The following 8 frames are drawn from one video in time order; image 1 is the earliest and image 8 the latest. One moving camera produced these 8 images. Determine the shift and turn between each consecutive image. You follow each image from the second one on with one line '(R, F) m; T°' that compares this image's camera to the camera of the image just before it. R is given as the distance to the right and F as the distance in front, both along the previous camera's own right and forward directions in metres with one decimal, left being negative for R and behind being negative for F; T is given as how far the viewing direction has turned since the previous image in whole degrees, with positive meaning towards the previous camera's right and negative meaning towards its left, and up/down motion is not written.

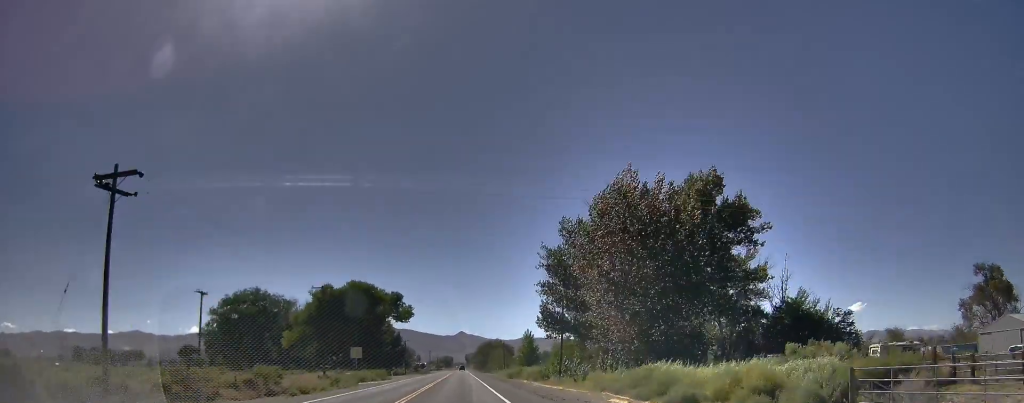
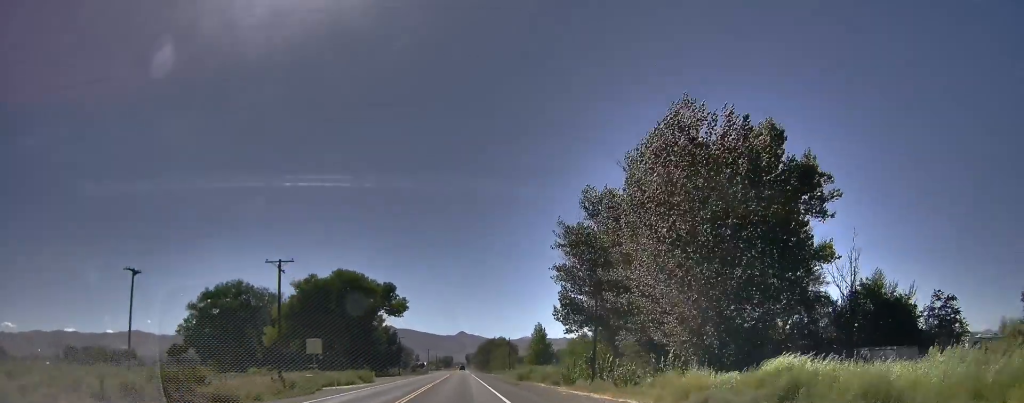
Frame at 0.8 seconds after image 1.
(0.0, +16.3) m; 0°
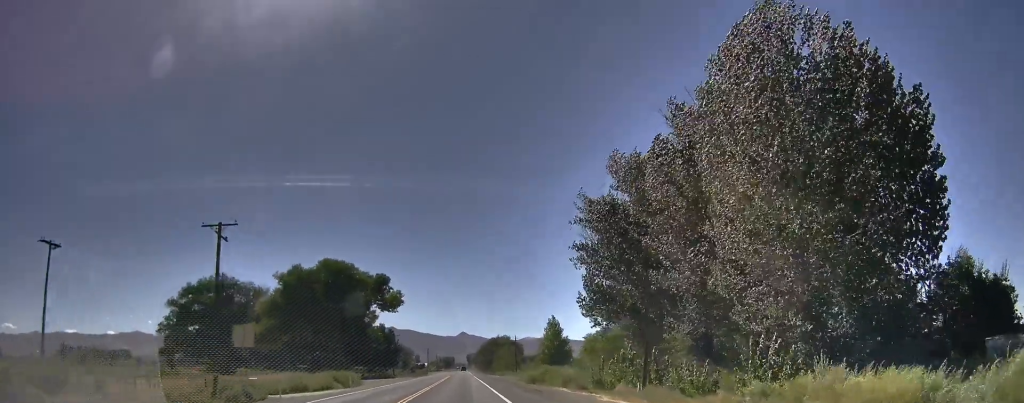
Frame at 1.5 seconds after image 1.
(0.0, +13.6) m; 0°
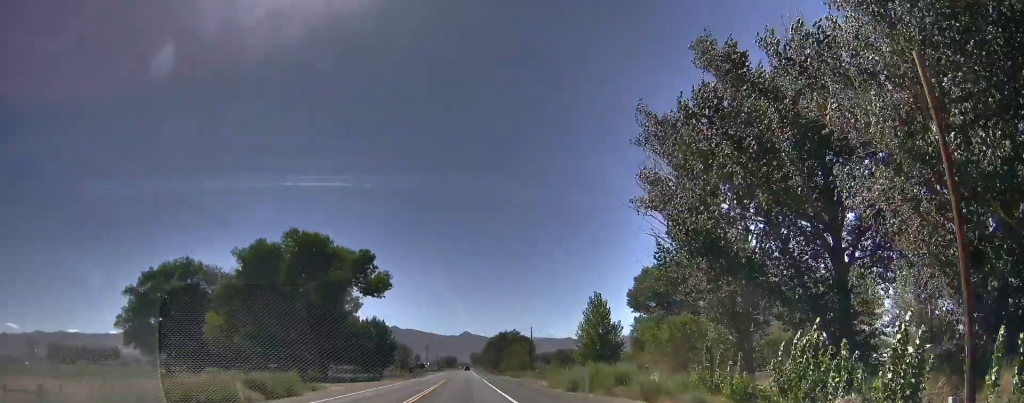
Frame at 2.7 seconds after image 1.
(+0.3, +24.4) m; +3°
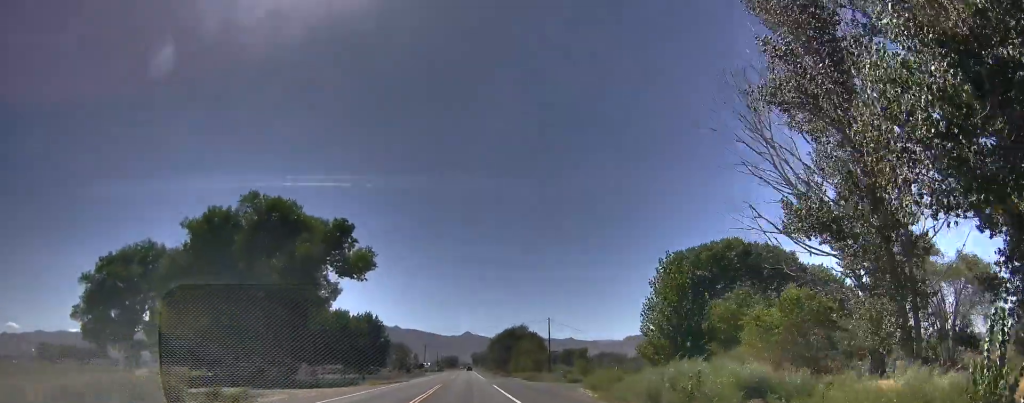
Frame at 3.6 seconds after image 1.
(+0.7, +19.6) m; -2°
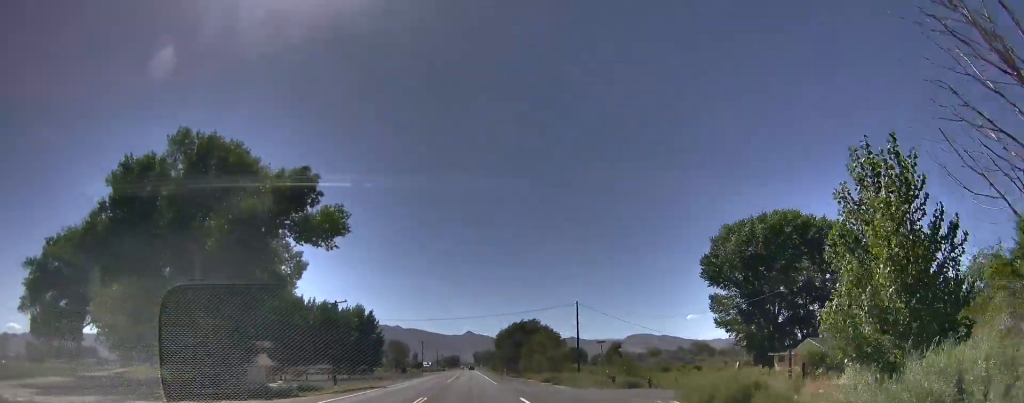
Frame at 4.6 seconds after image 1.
(-1.7, +19.3) m; 0°
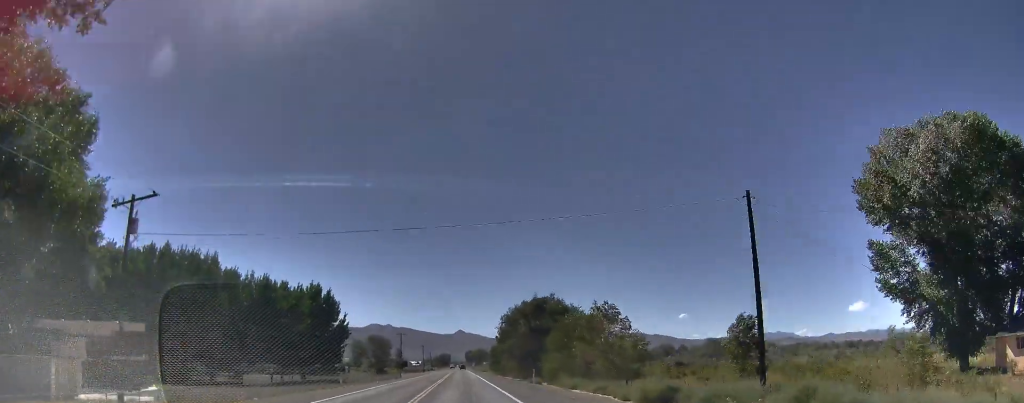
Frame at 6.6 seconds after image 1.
(+1.7, +41.1) m; 0°
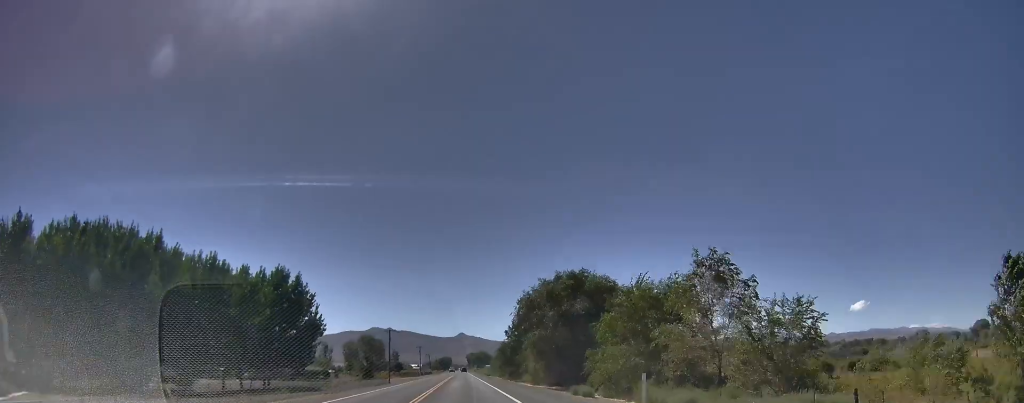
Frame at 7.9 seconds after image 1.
(0.0, +25.1) m; -1°
